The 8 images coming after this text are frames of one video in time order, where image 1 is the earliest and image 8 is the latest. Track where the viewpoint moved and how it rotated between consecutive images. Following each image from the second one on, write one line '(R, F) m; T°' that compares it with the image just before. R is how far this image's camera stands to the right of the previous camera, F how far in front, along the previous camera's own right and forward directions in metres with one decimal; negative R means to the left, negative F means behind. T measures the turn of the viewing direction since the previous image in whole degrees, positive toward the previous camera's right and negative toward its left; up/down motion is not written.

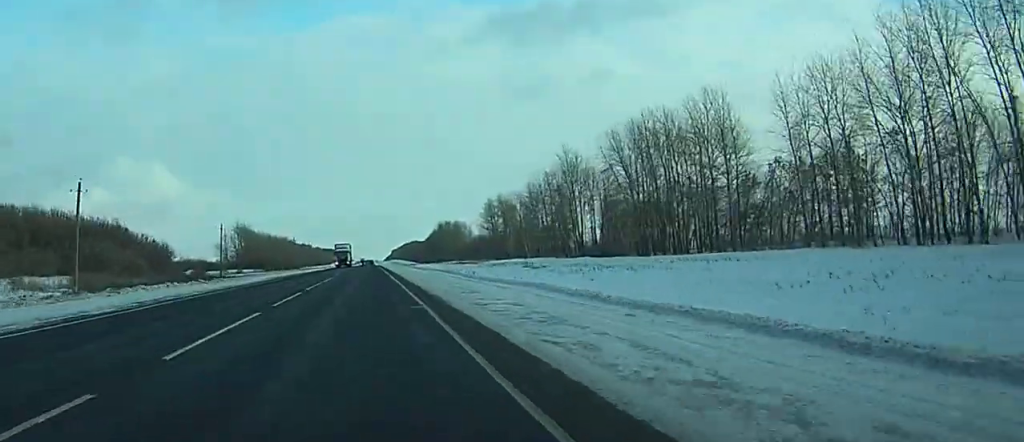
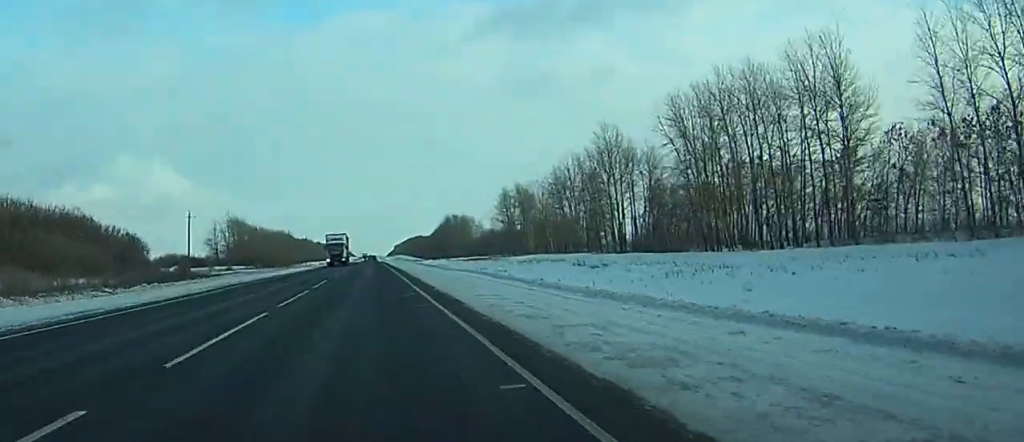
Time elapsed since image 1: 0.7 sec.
(+0.1, +25.0) m; 0°
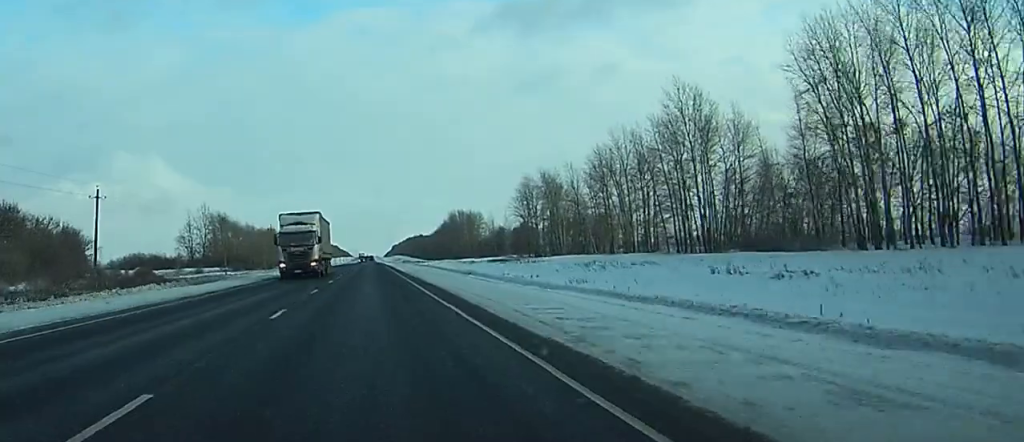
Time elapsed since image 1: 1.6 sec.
(+0.1, +35.1) m; 0°
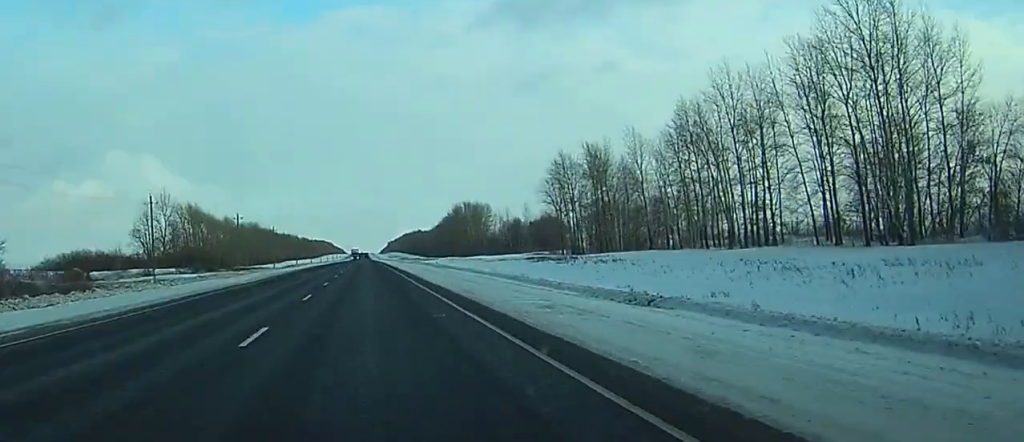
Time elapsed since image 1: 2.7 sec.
(0.0, +41.3) m; 0°
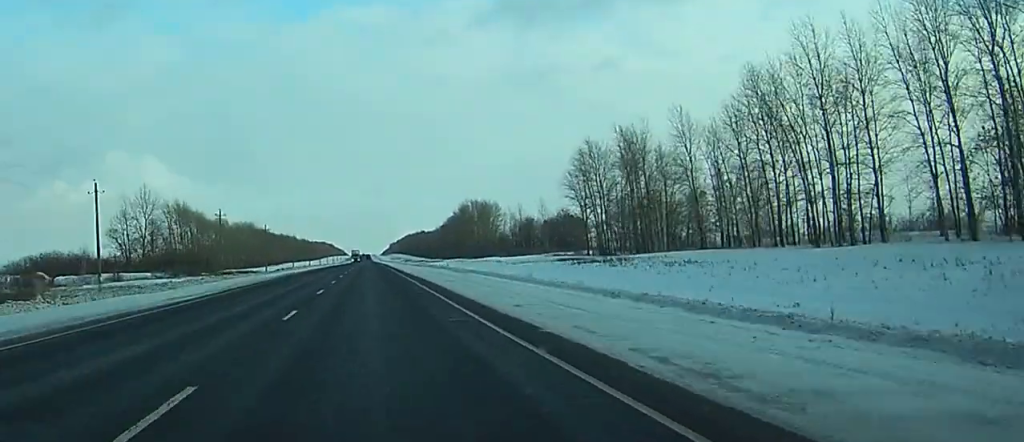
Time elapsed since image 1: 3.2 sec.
(0.0, +18.8) m; 0°
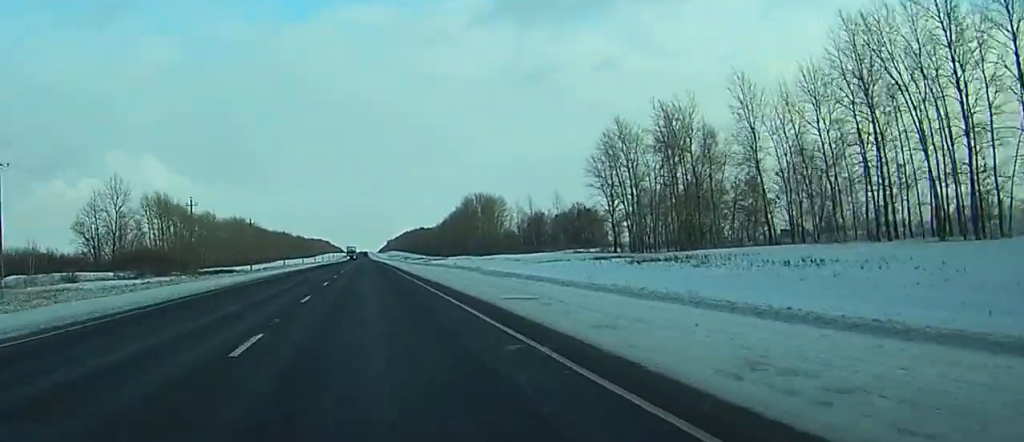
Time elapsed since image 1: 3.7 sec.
(0.0, +18.8) m; 0°
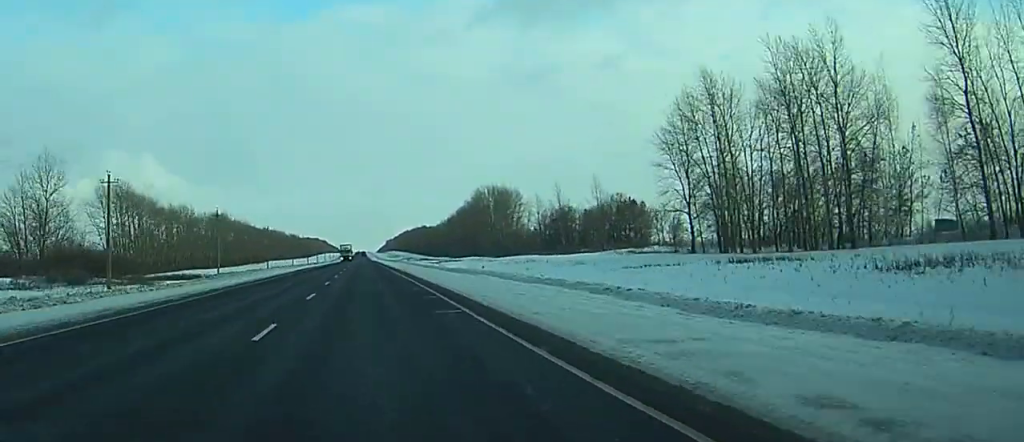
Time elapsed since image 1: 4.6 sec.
(0.0, +33.8) m; 0°
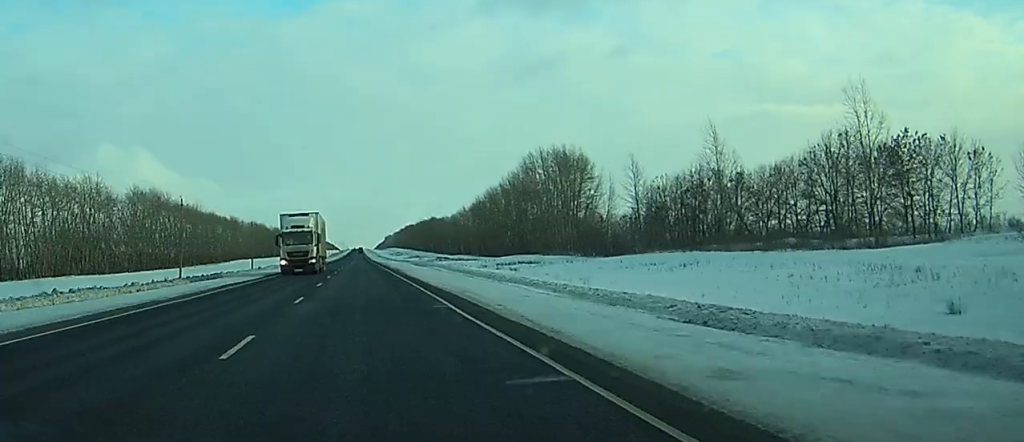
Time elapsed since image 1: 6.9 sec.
(+0.9, +86.6) m; +1°
